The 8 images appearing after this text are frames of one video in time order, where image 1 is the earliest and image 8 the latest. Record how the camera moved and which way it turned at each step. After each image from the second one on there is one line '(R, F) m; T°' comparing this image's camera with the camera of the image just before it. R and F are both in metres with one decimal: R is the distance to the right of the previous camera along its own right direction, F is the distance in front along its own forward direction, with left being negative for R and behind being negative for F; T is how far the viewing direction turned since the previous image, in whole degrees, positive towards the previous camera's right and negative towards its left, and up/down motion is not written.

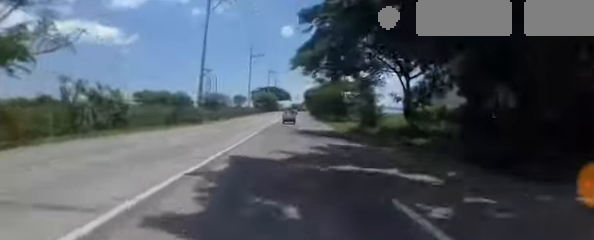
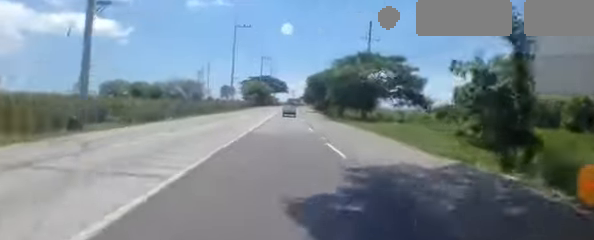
(+0.6, +19.1) m; +1°
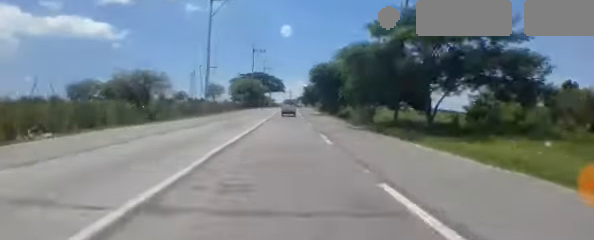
(-0.4, +15.9) m; -1°
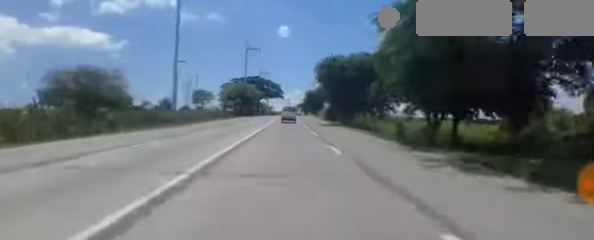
(0.0, +9.5) m; +1°
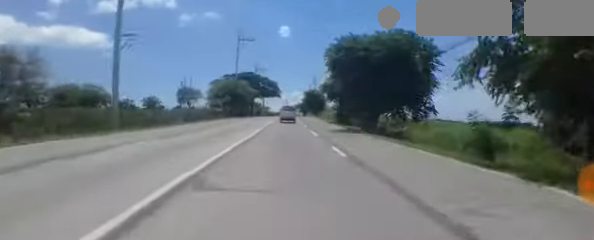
(0.0, +8.7) m; +1°
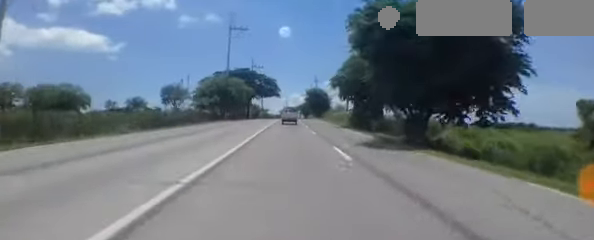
(+0.2, +7.6) m; +1°
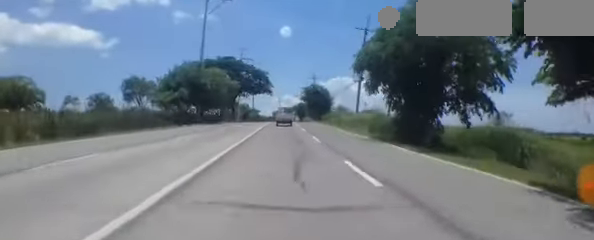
(0.0, +10.0) m; 0°
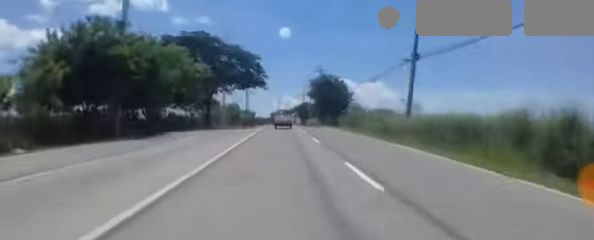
(-0.1, +14.7) m; 0°
